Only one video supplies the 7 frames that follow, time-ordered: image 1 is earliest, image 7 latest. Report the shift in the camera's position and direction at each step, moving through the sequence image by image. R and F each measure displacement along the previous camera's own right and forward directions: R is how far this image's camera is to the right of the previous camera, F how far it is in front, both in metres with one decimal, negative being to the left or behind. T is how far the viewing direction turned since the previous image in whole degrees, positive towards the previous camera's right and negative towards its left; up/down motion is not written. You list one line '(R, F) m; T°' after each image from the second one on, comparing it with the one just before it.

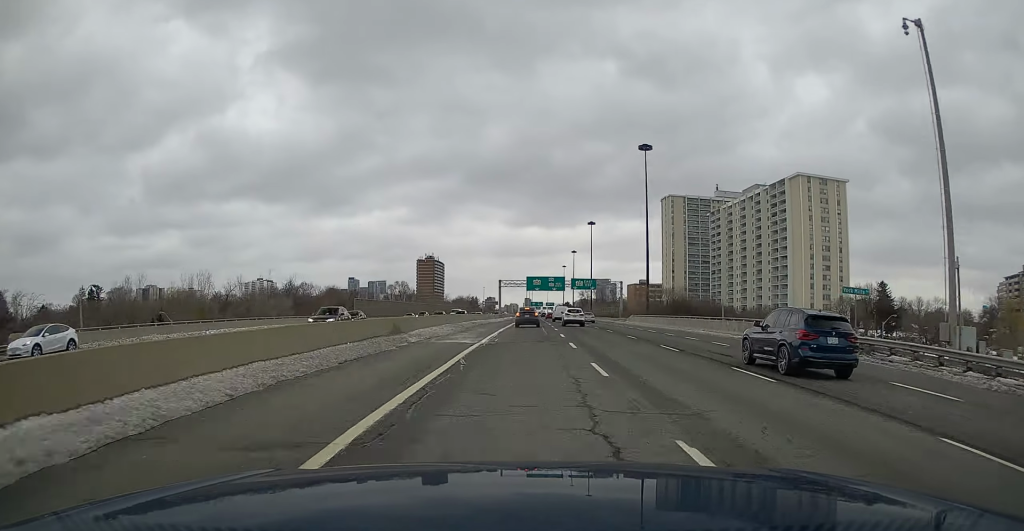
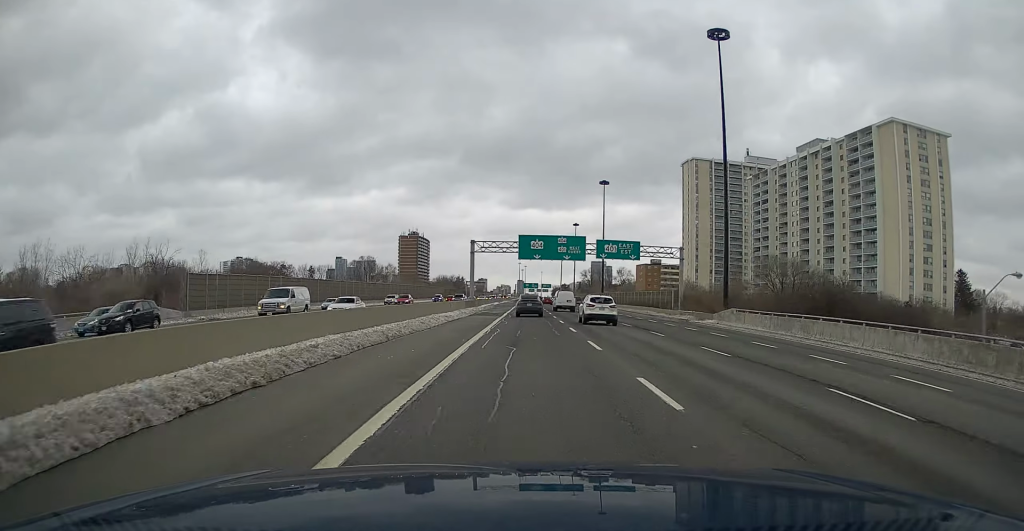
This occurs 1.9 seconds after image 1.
(+0.6, +49.8) m; +1°
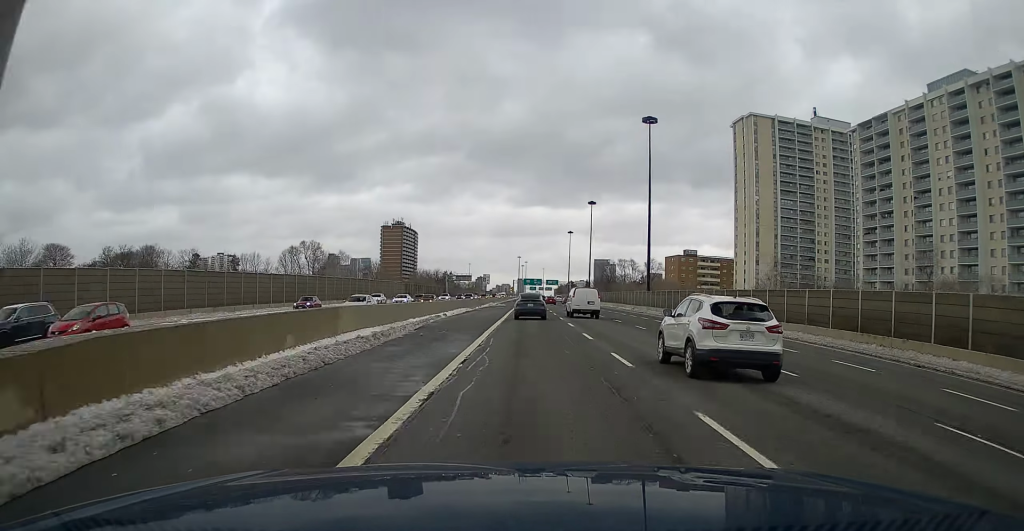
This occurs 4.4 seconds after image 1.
(+0.3, +65.4) m; 0°
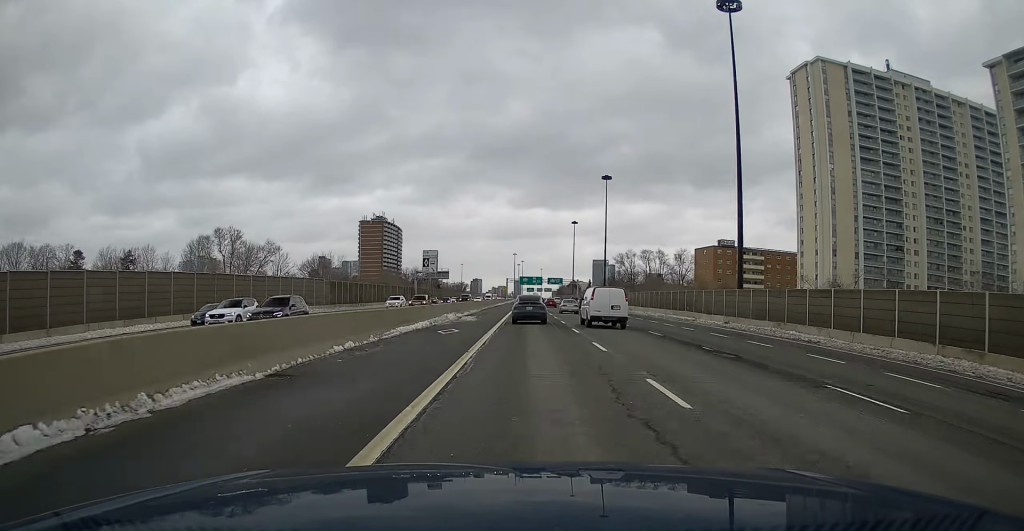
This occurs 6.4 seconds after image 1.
(0.0, +51.9) m; 0°
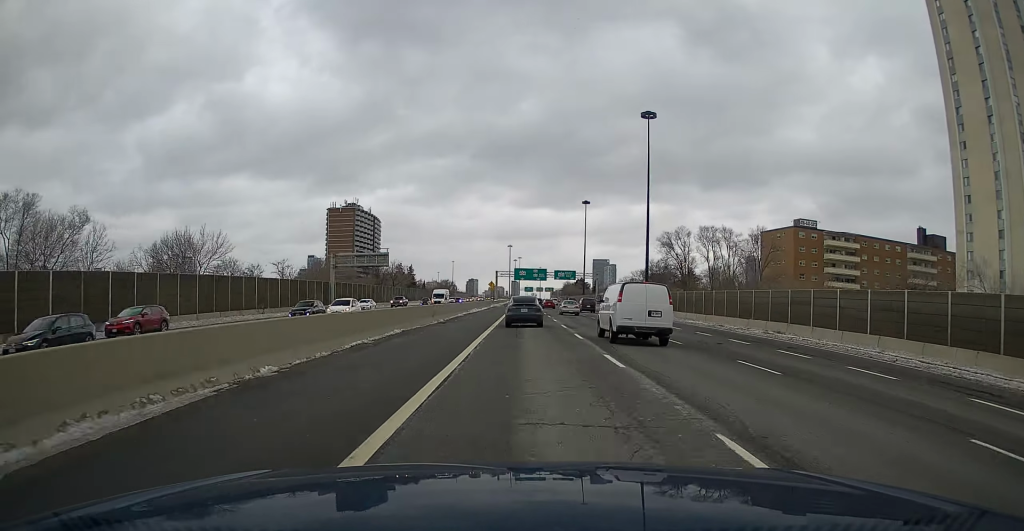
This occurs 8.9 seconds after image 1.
(+0.2, +65.5) m; 0°
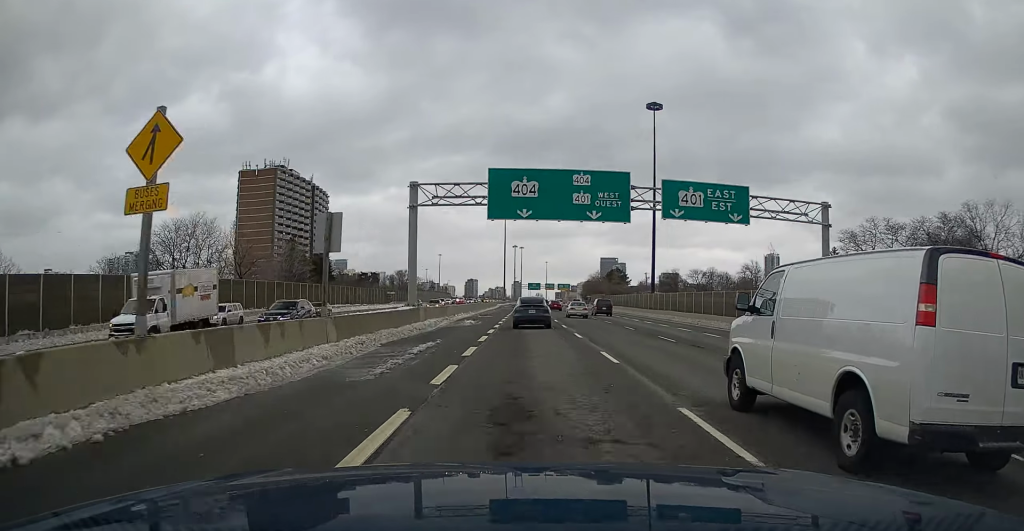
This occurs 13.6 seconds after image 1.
(-0.2, +117.9) m; 0°
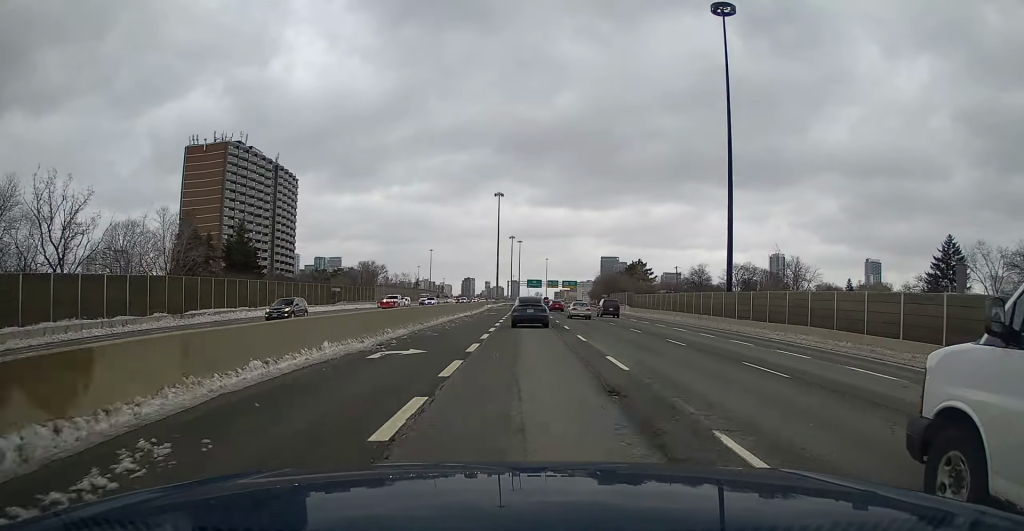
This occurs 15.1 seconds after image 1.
(+0.1, +41.4) m; 0°
